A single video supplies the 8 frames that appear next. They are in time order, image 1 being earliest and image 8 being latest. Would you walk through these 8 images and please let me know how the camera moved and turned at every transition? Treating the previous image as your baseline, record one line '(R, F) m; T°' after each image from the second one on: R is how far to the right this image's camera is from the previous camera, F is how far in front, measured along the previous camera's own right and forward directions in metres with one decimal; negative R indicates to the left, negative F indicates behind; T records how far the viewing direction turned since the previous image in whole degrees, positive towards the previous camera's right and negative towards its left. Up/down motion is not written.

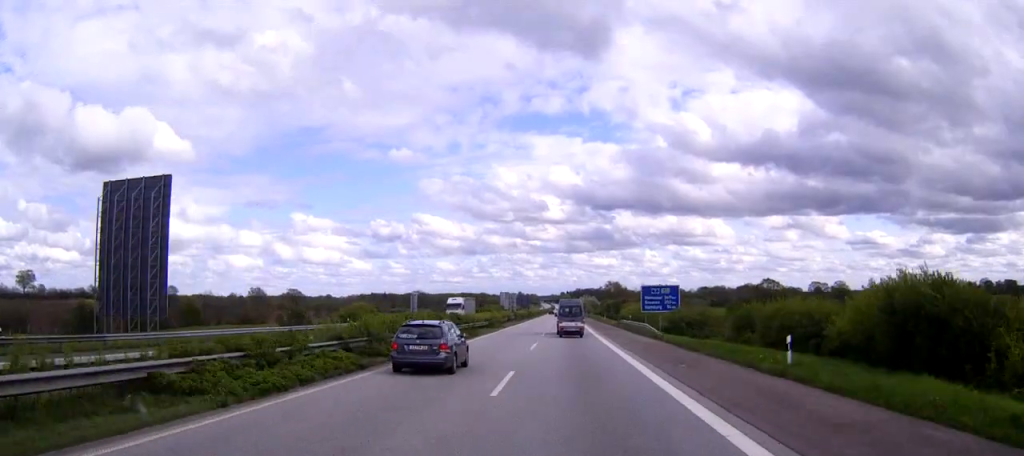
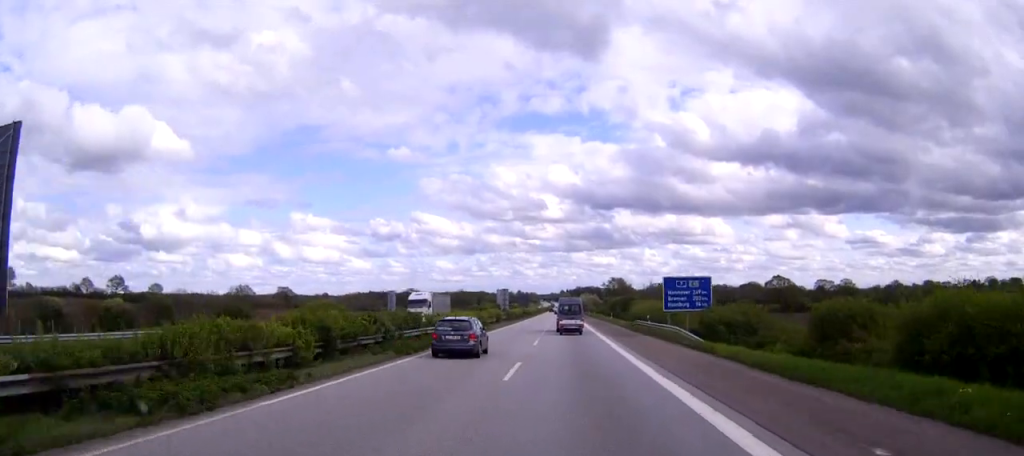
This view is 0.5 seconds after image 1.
(0.0, +15.5) m; 0°
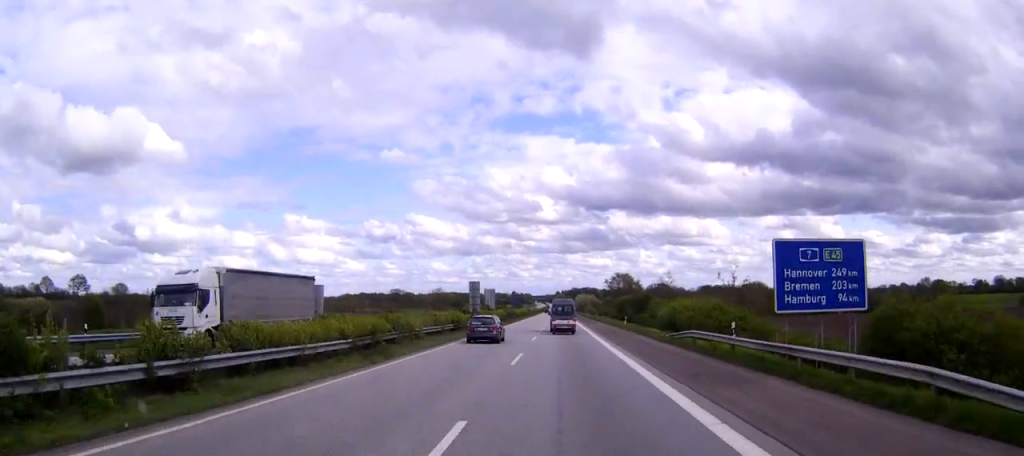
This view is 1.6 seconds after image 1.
(+0.1, +30.1) m; 0°
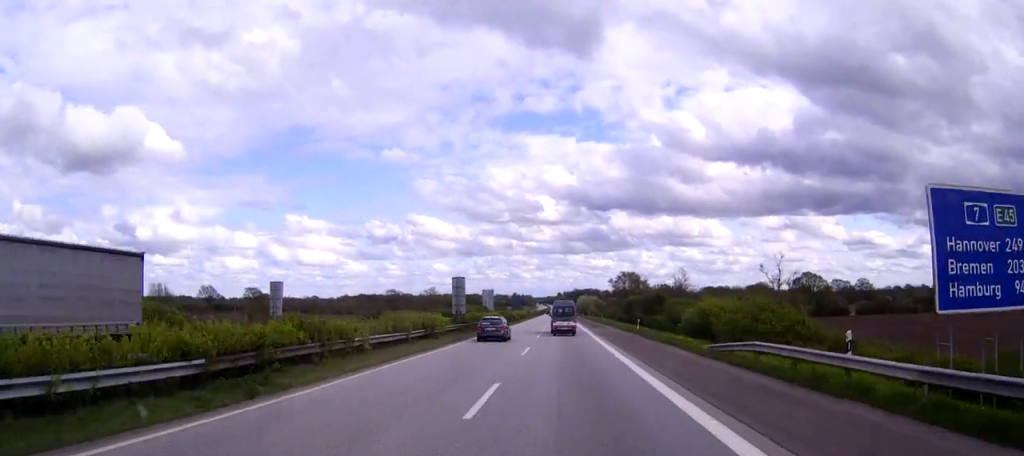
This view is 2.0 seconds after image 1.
(0.0, +11.6) m; 0°
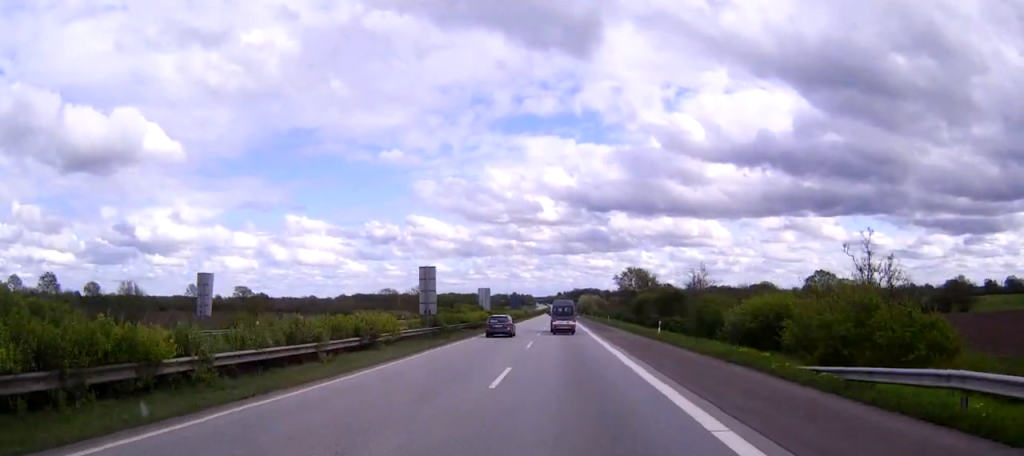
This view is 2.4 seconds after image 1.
(0.0, +13.6) m; 0°
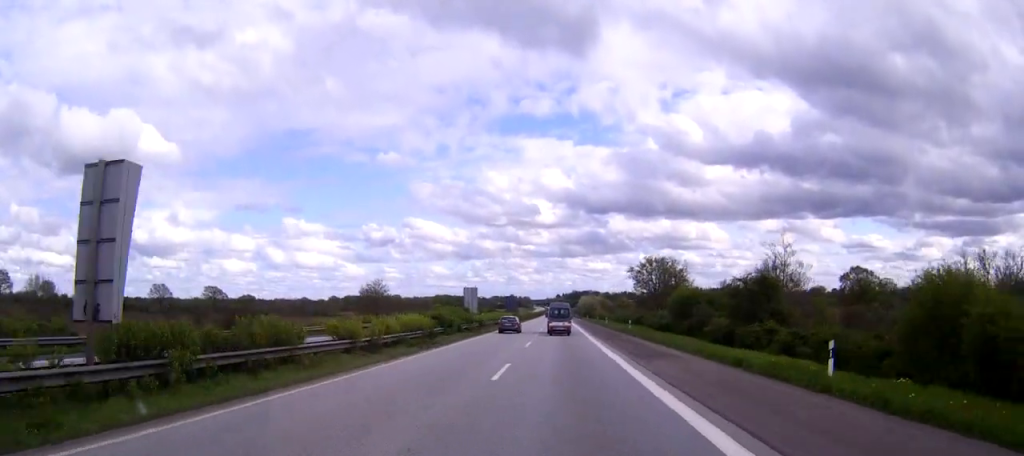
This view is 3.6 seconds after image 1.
(0.0, +33.1) m; 0°
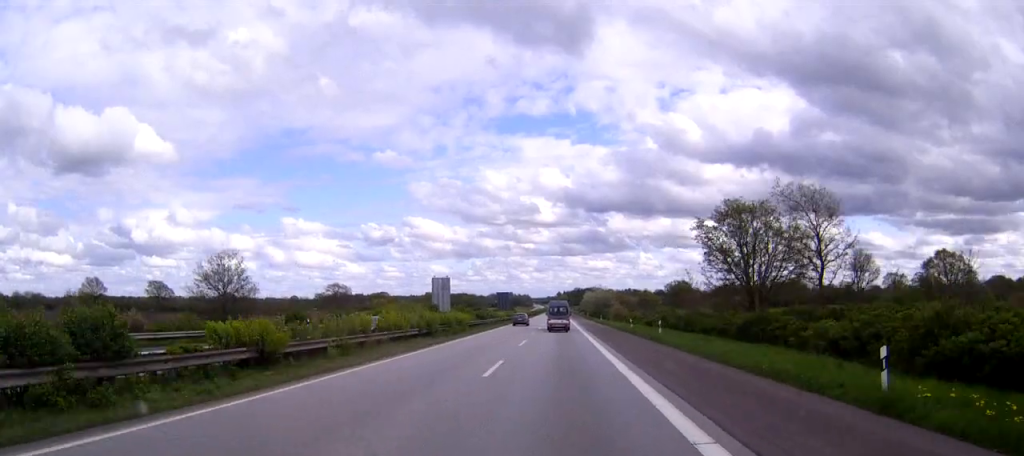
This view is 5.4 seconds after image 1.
(0.0, +53.8) m; 0°
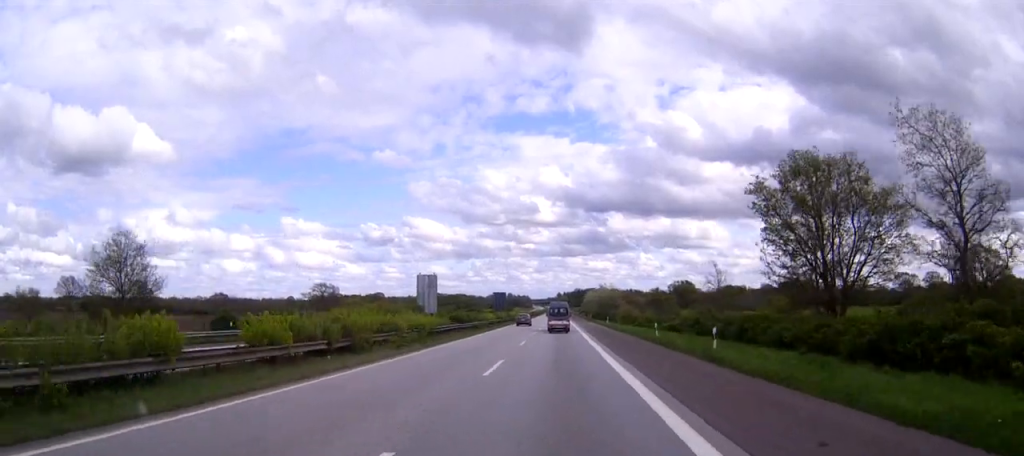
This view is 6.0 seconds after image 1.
(0.0, +16.7) m; 0°
